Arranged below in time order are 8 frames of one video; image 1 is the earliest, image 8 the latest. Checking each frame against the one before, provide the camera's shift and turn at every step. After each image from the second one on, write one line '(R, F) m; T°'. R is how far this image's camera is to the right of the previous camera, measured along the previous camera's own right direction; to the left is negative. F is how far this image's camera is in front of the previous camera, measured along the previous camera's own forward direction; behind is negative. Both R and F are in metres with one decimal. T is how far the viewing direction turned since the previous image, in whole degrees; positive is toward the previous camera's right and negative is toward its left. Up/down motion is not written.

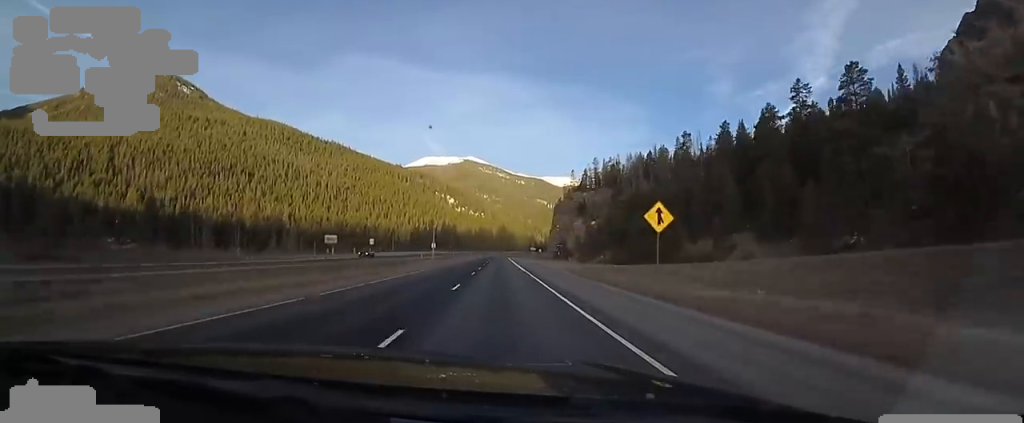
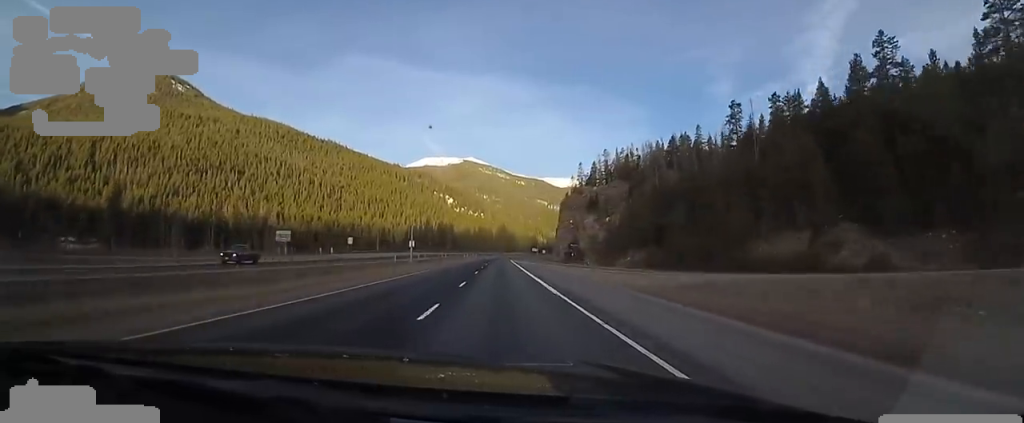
(0.0, +19.9) m; 0°
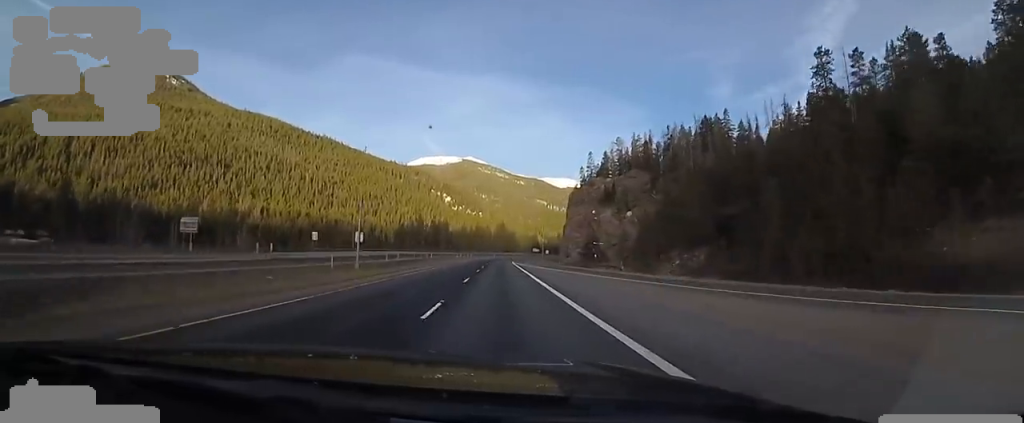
(-0.1, +21.9) m; +1°
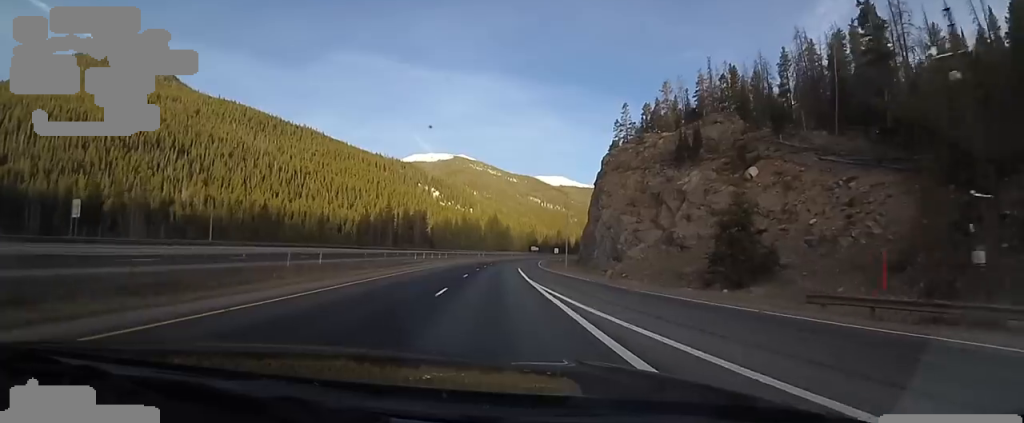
(+2.2, +56.0) m; +2°
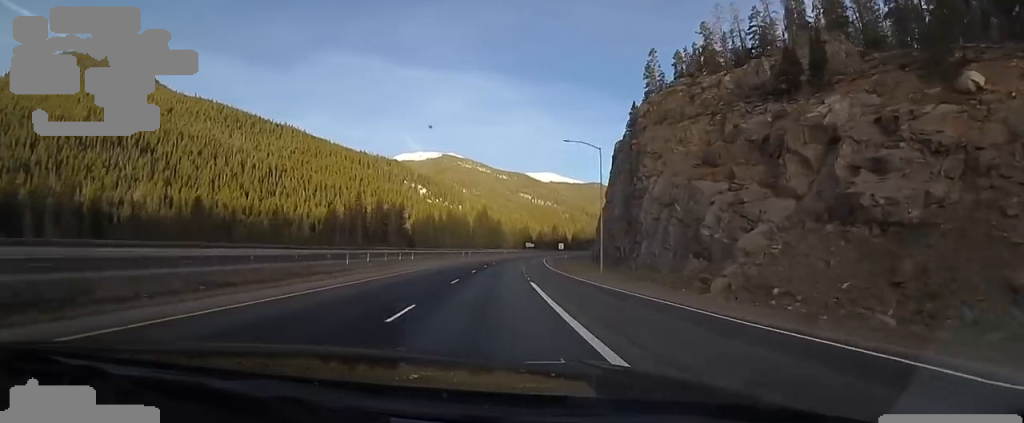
(-1.2, +30.0) m; 0°
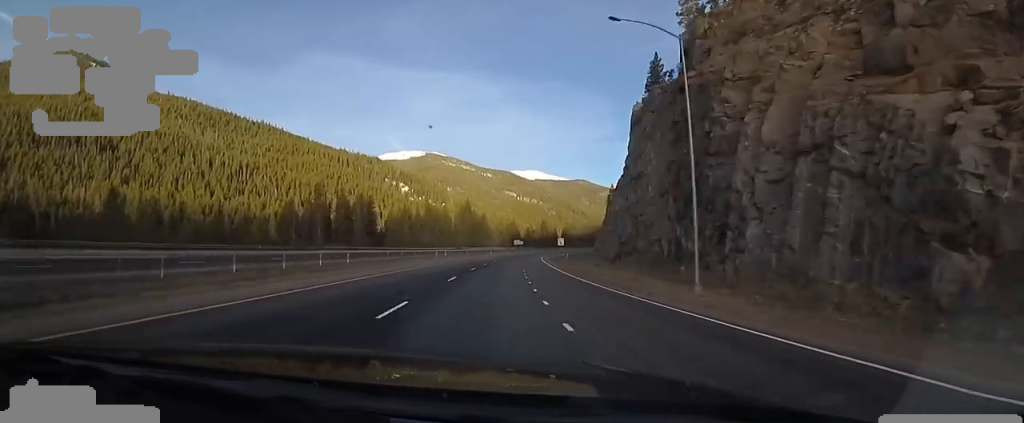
(+0.8, +23.6) m; +2°
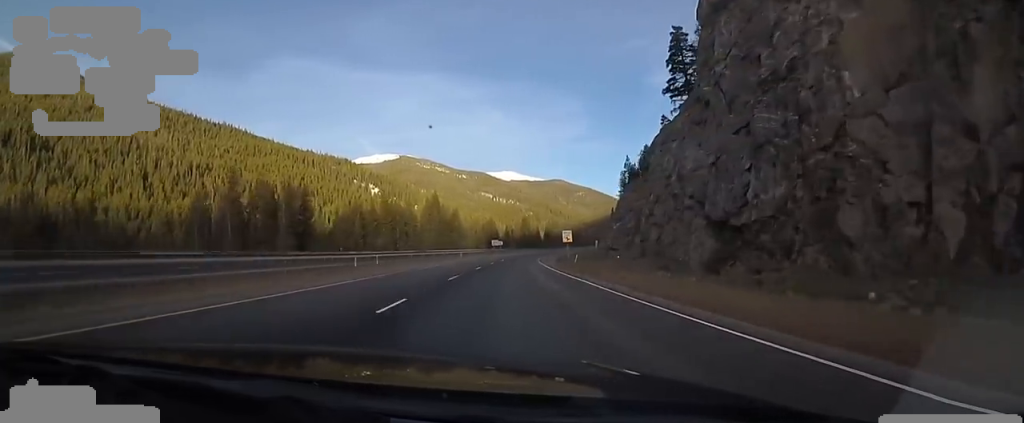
(+0.5, +35.0) m; +4°
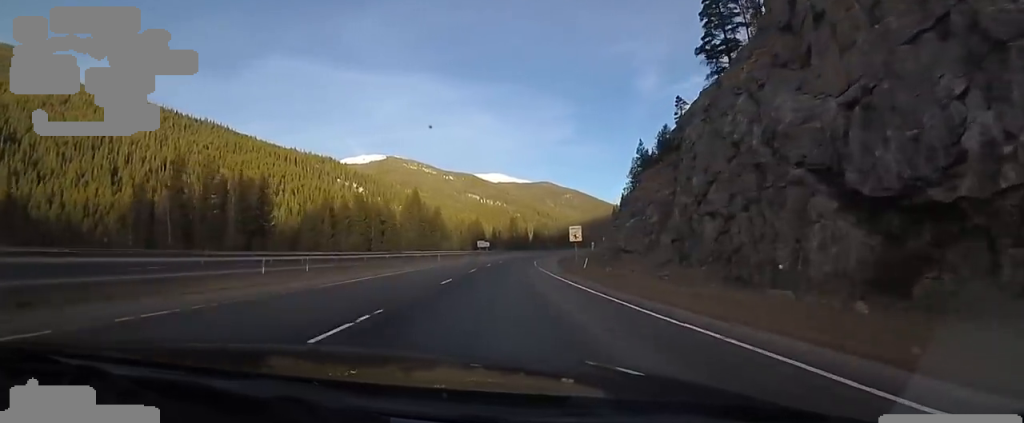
(+0.7, +15.5) m; +1°
